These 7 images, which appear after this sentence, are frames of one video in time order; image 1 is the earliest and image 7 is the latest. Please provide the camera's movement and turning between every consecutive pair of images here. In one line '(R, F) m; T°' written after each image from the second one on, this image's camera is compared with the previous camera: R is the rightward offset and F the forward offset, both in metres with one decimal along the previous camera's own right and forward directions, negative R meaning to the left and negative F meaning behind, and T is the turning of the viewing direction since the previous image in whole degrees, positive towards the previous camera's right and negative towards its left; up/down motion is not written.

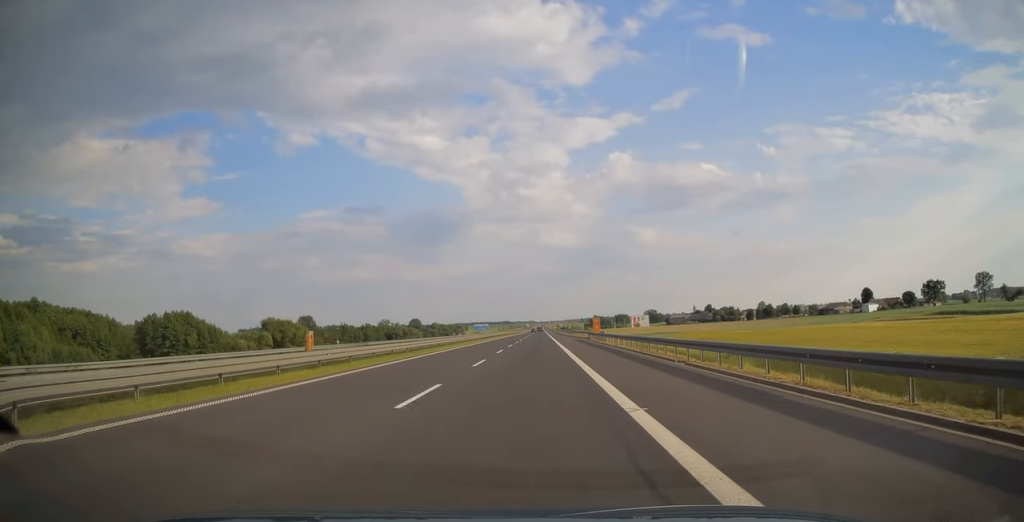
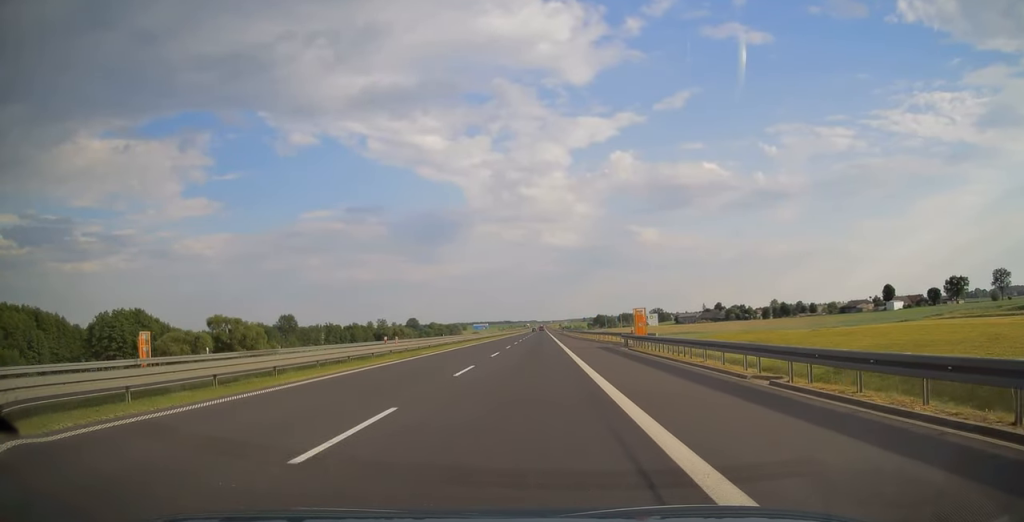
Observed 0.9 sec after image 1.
(0.0, +28.3) m; 0°
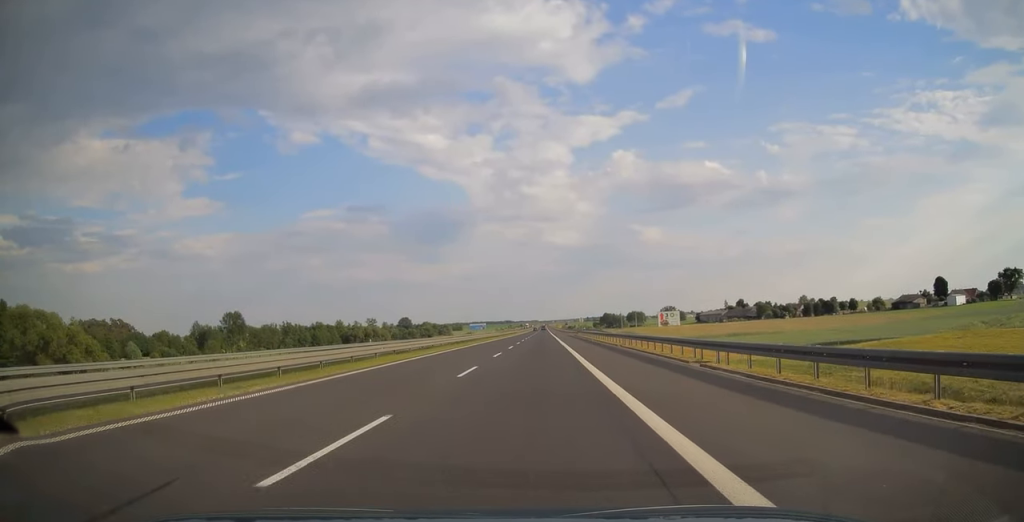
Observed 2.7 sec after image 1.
(-0.1, +59.9) m; 0°
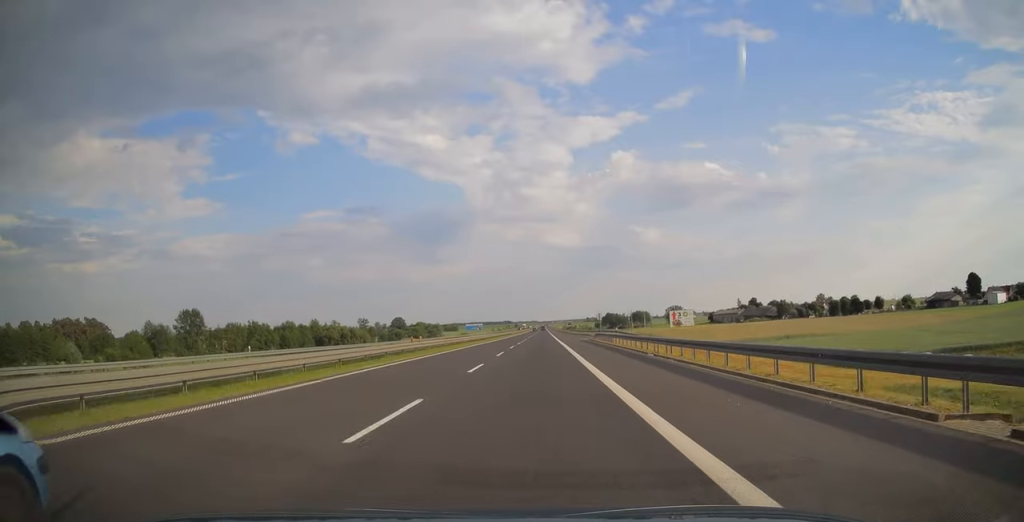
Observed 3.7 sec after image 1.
(0.0, +33.8) m; 0°
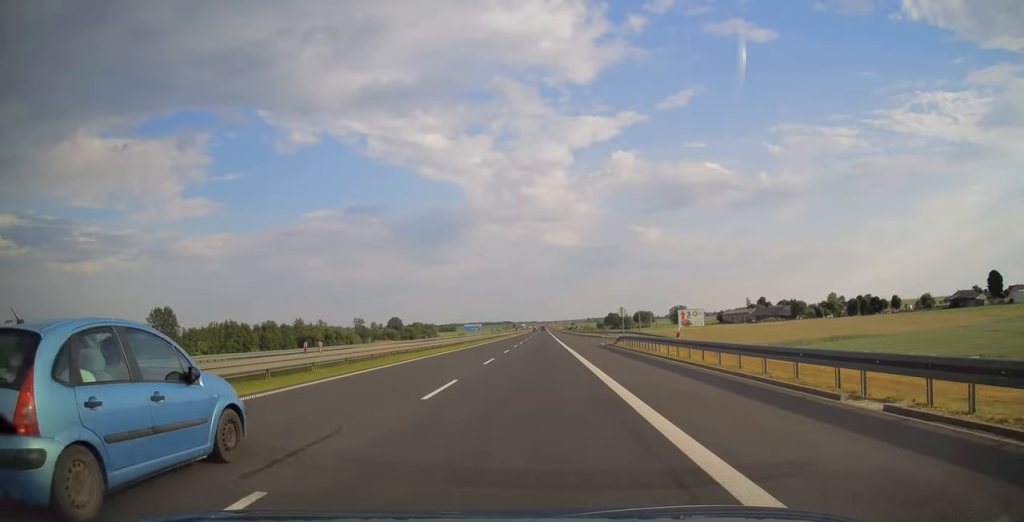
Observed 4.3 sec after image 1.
(0.0, +19.1) m; 0°
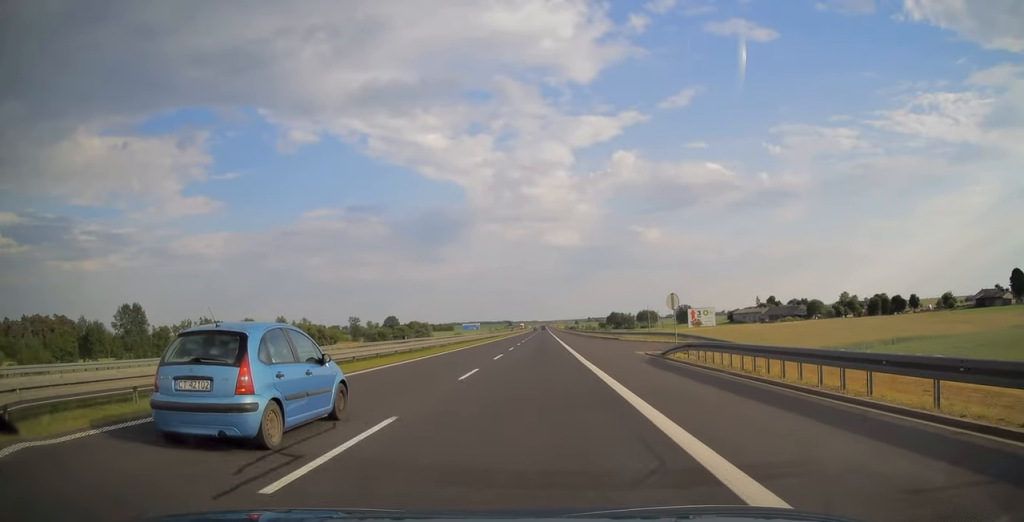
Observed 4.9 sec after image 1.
(-0.1, +19.1) m; 0°
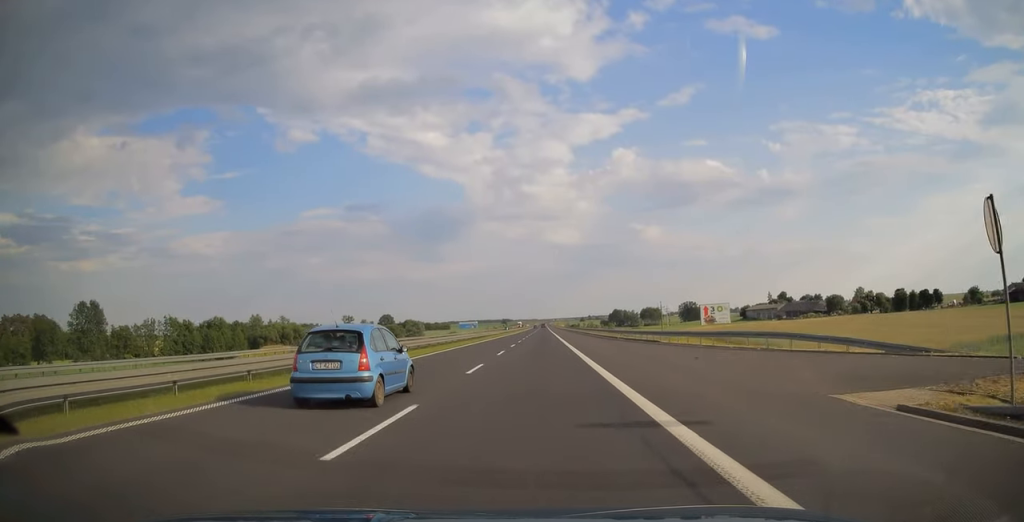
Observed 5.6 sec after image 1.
(+0.1, +22.3) m; 0°
